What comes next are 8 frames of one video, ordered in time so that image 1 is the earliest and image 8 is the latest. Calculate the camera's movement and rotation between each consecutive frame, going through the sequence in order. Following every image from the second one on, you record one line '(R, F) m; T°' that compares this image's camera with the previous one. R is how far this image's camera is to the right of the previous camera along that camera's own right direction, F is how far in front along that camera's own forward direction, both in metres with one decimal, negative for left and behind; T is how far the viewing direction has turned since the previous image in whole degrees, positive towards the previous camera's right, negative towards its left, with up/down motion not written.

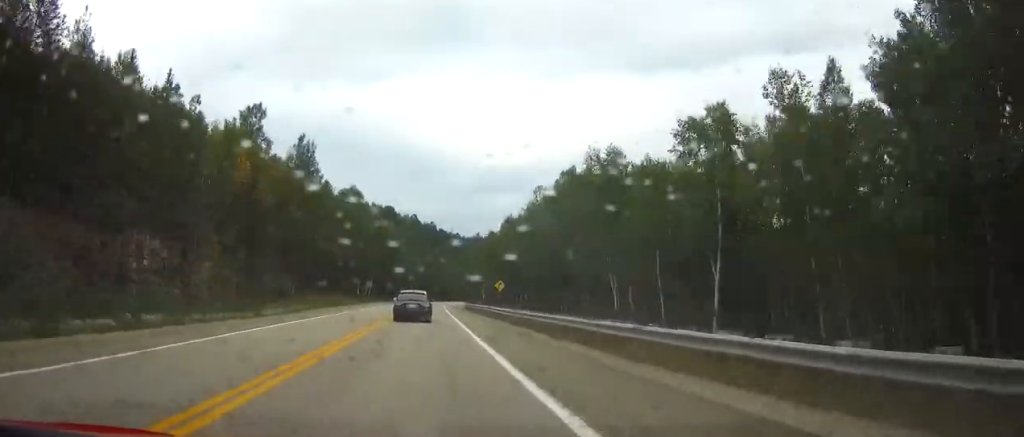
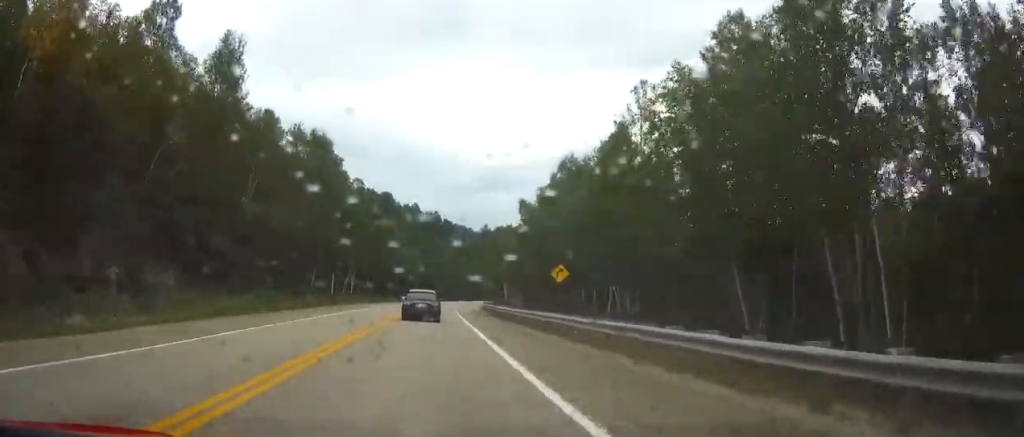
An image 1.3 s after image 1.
(-0.2, +35.1) m; 0°
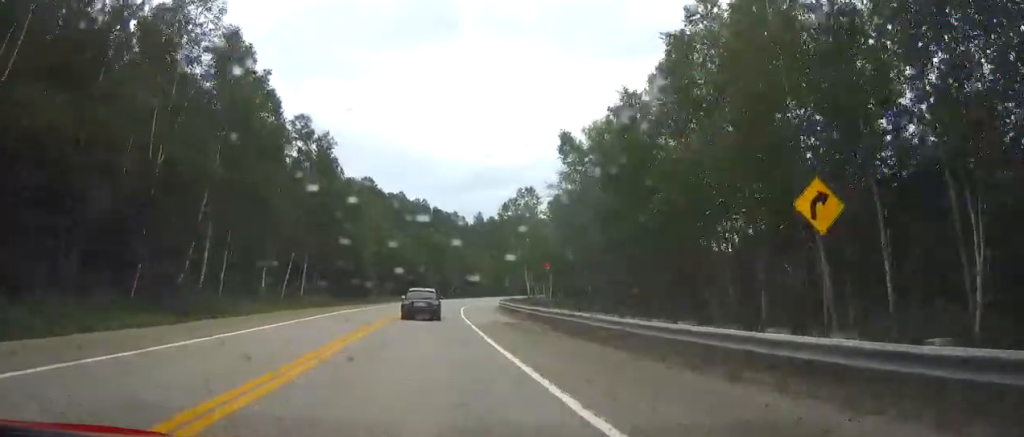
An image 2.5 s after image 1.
(+0.1, +31.2) m; +1°
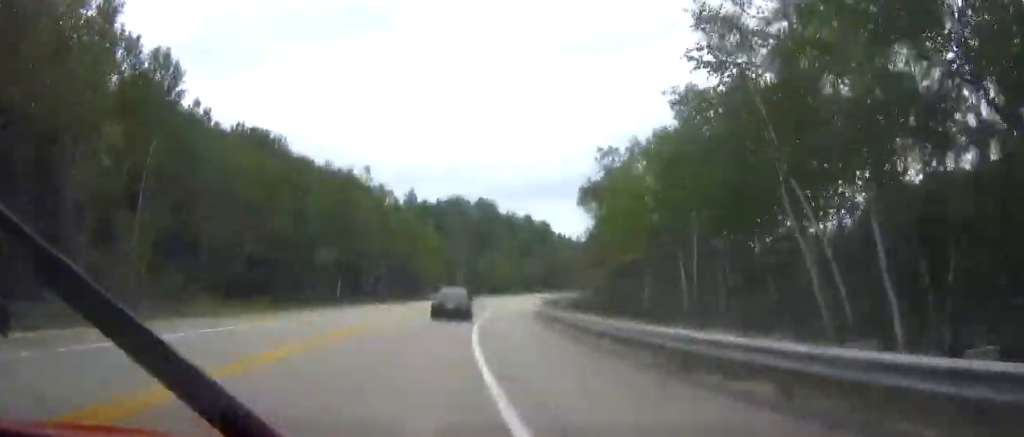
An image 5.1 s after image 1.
(+2.6, +68.7) m; +5°
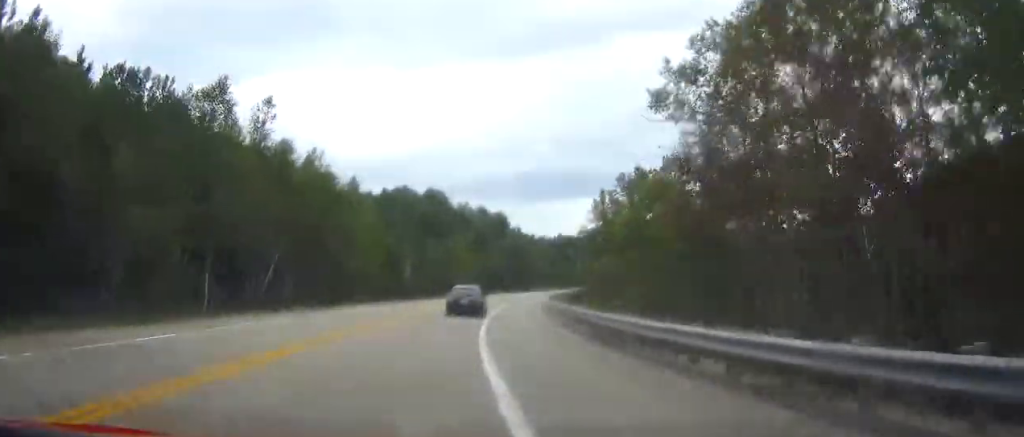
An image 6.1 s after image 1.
(+0.6, +27.2) m; +4°
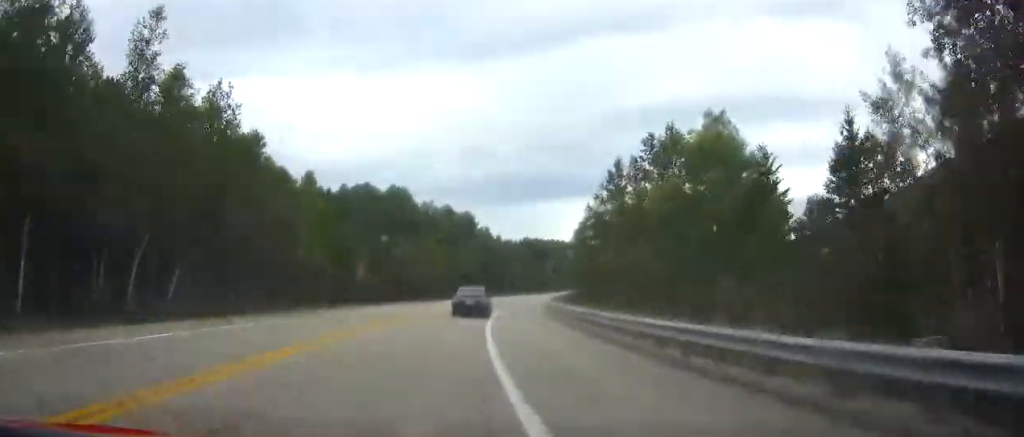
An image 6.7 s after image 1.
(+0.3, +16.7) m; +3°
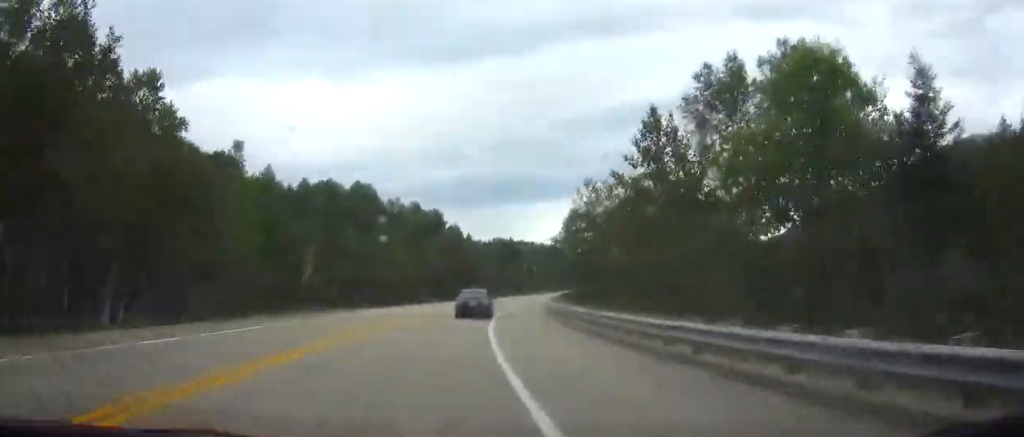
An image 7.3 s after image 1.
(+0.5, +14.1) m; +2°
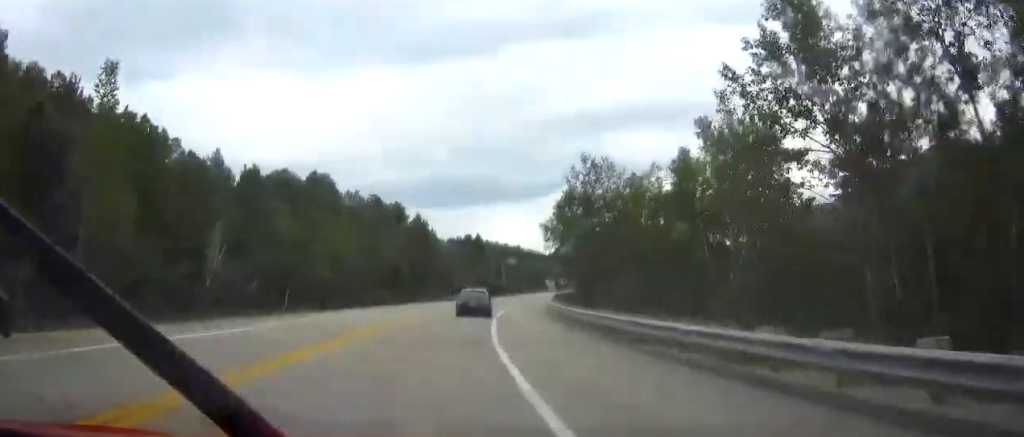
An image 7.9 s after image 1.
(+0.3, +16.8) m; +3°
